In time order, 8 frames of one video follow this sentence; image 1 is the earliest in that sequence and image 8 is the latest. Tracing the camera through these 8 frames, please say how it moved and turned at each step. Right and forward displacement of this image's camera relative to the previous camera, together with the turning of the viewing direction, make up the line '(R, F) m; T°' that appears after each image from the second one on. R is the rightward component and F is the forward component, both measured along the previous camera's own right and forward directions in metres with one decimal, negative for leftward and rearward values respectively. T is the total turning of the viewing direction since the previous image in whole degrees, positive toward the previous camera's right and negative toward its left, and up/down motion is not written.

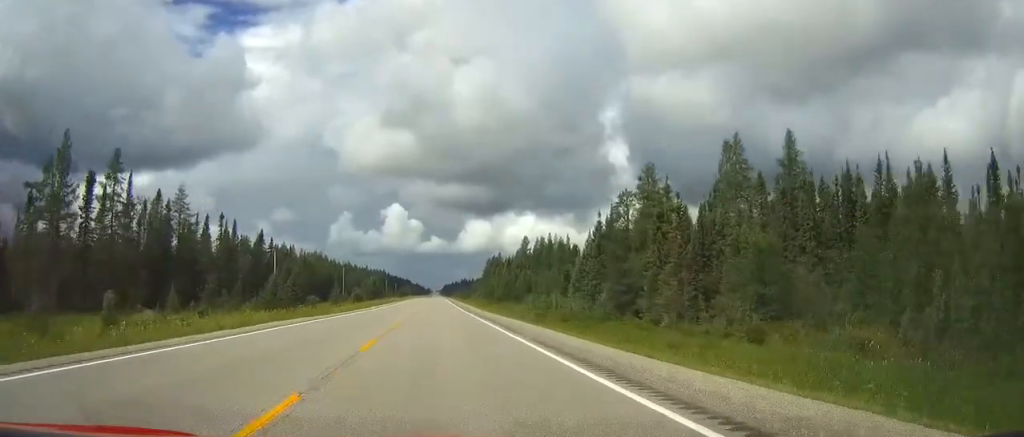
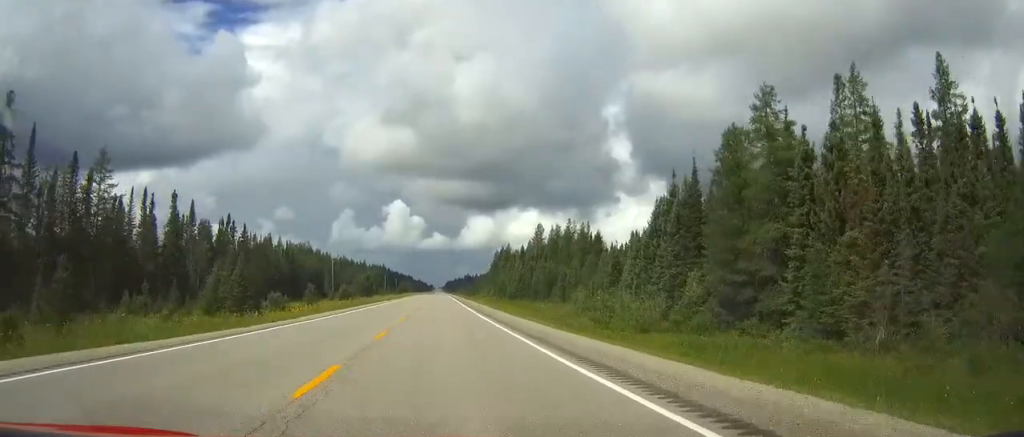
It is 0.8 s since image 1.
(0.0, +25.2) m; 0°
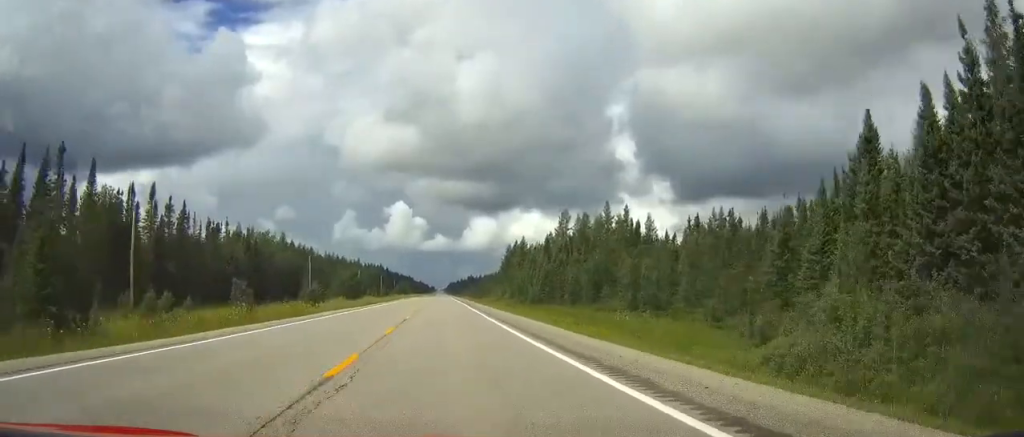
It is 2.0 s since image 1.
(0.0, +35.5) m; 0°
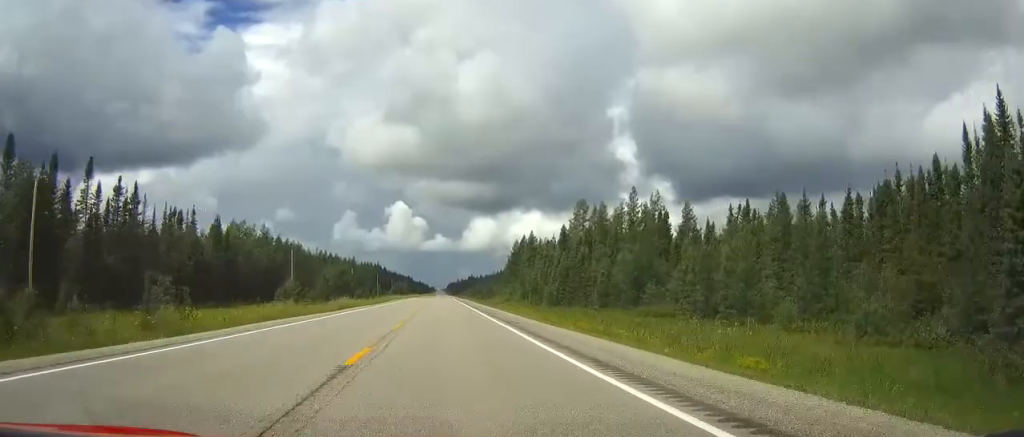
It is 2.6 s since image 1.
(0.0, +18.4) m; 0°
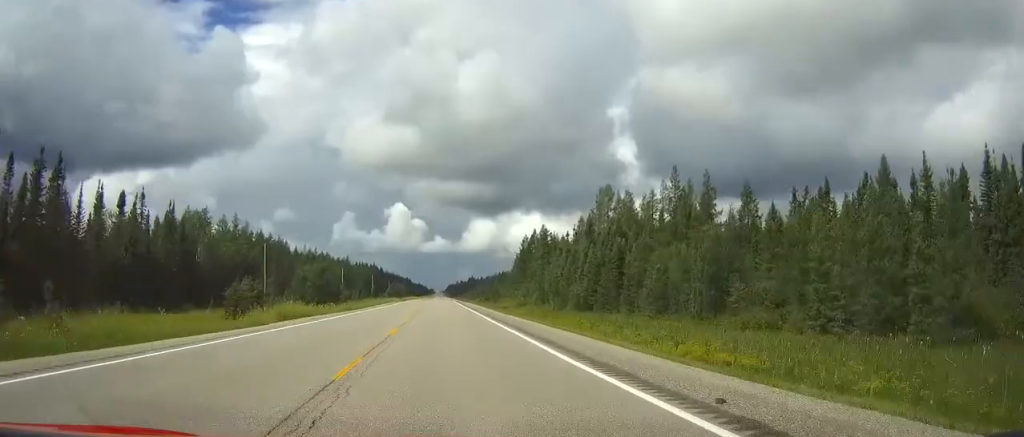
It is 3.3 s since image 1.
(-0.1, +20.6) m; 0°
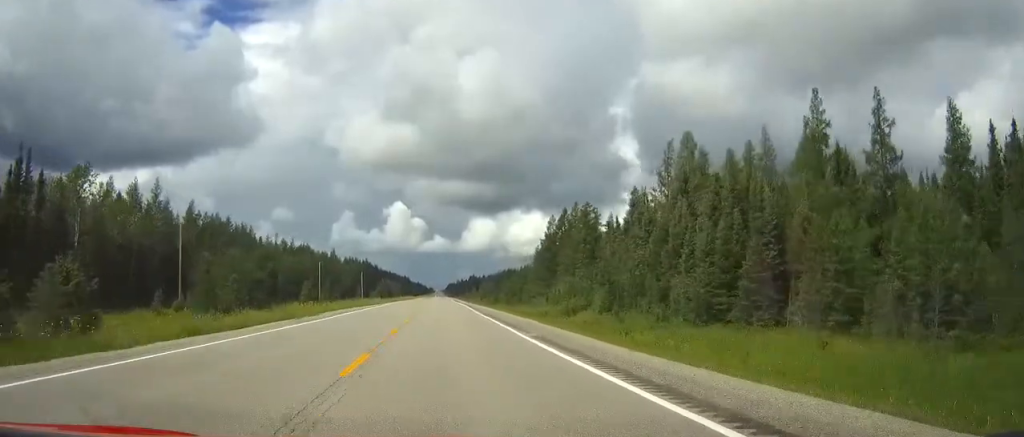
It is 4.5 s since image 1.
(+0.1, +38.2) m; 0°
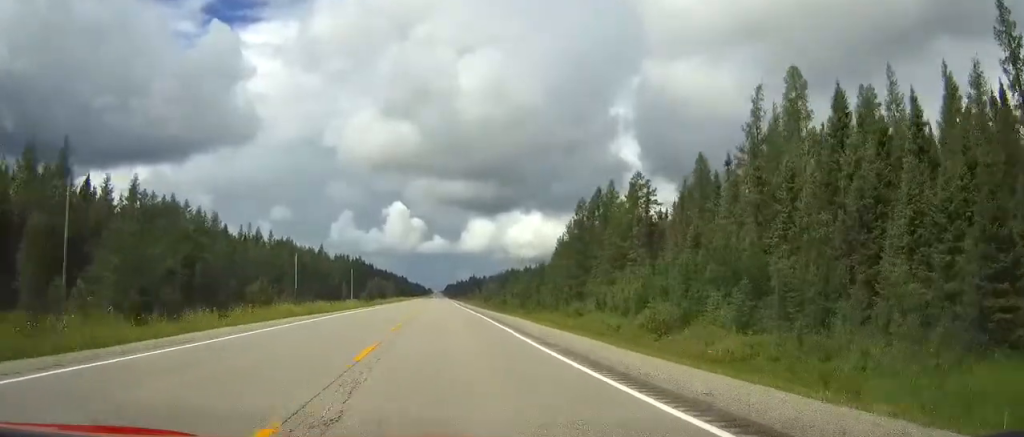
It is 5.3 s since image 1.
(-0.1, +26.0) m; 0°
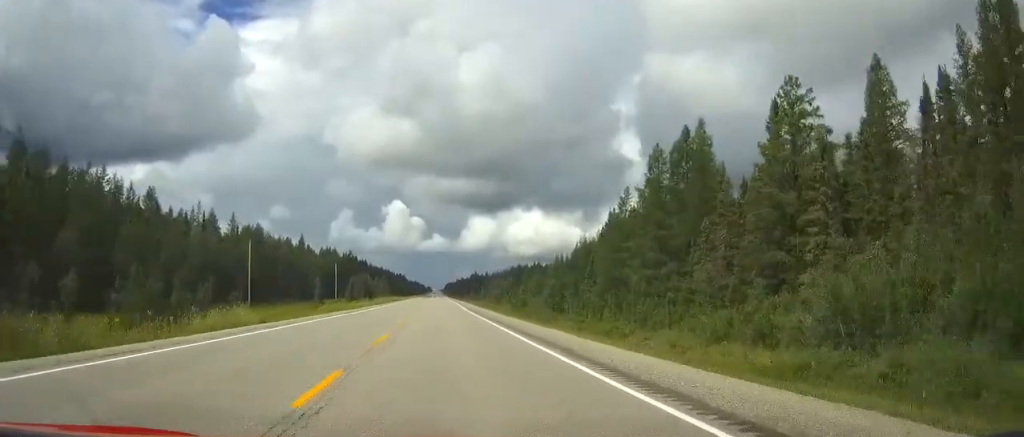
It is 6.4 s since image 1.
(+0.1, +34.3) m; 0°
